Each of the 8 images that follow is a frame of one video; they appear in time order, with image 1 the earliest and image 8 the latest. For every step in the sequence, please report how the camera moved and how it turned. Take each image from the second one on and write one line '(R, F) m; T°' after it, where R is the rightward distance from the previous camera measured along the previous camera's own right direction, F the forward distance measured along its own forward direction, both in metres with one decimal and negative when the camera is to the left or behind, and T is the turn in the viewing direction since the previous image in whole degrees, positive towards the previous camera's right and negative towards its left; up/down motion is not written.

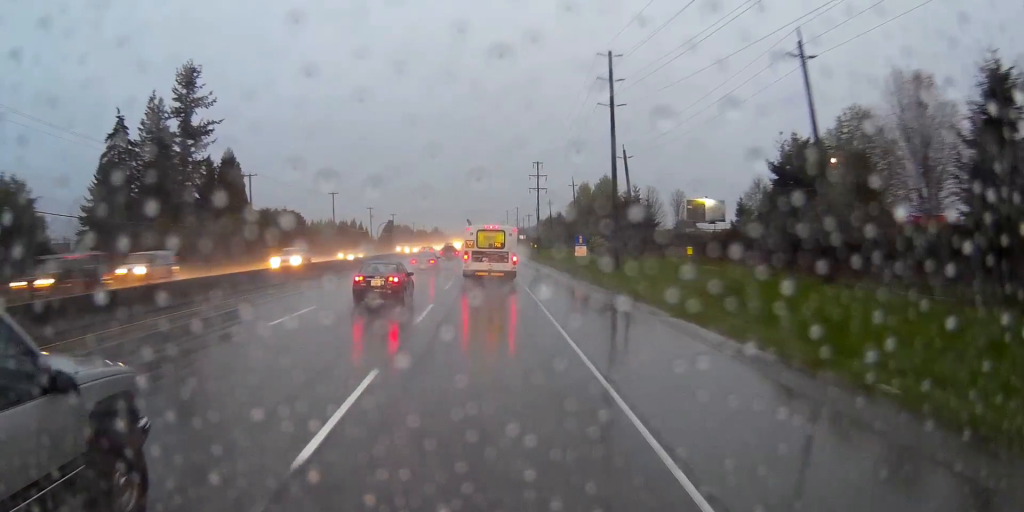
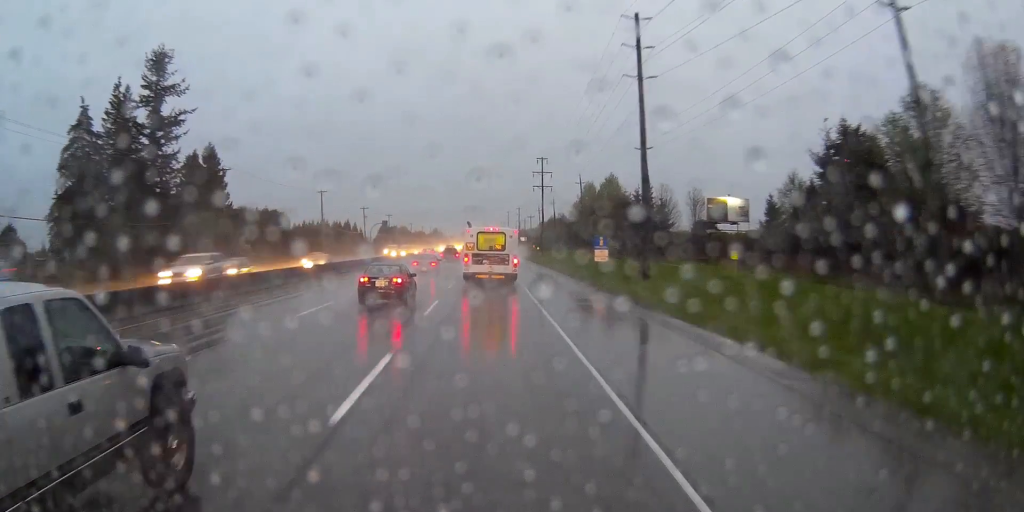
(0.0, +10.5) m; 0°
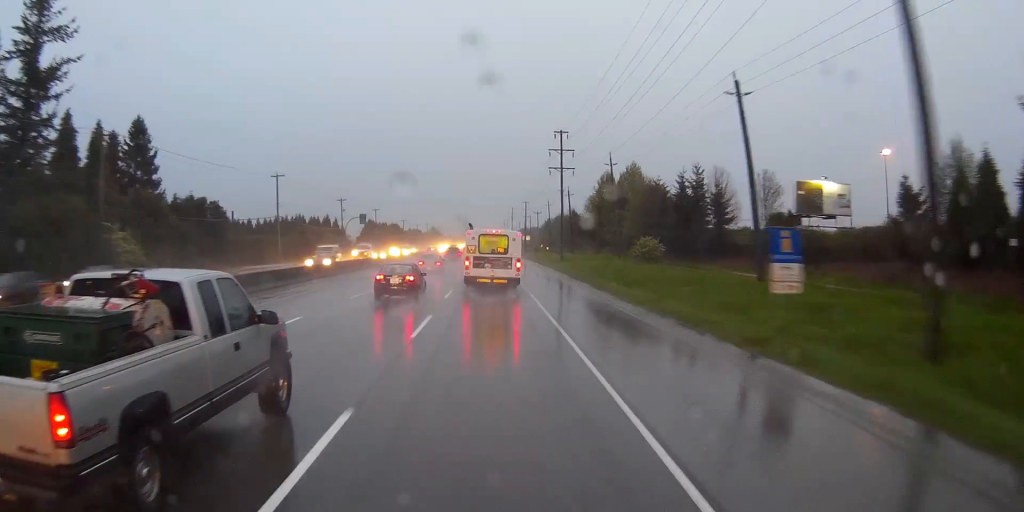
(-0.3, +31.4) m; 0°
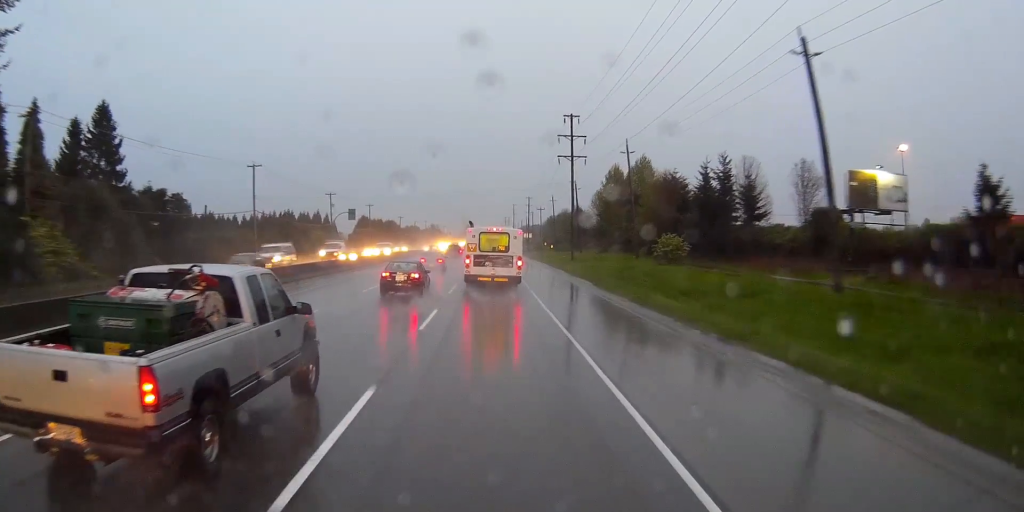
(0.0, +11.3) m; 0°
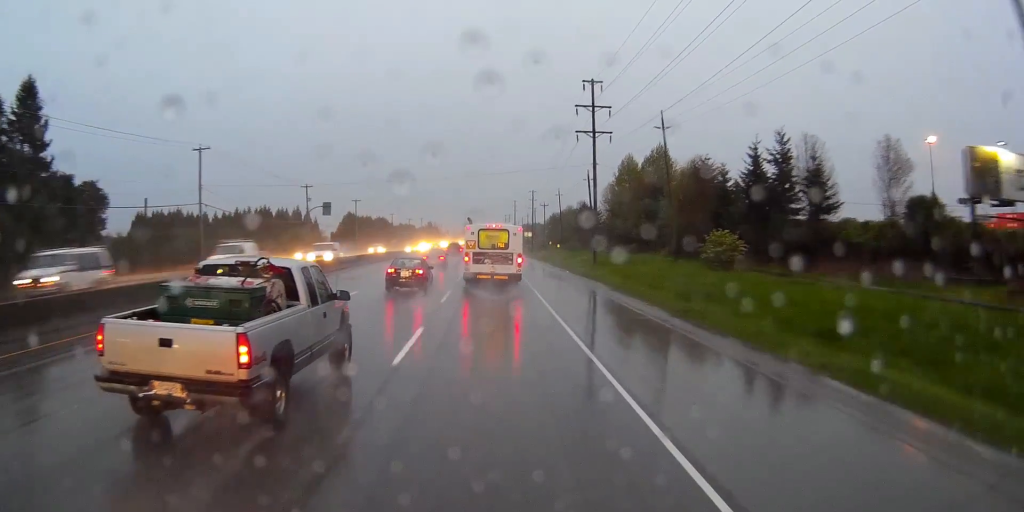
(+0.1, +19.1) m; 0°
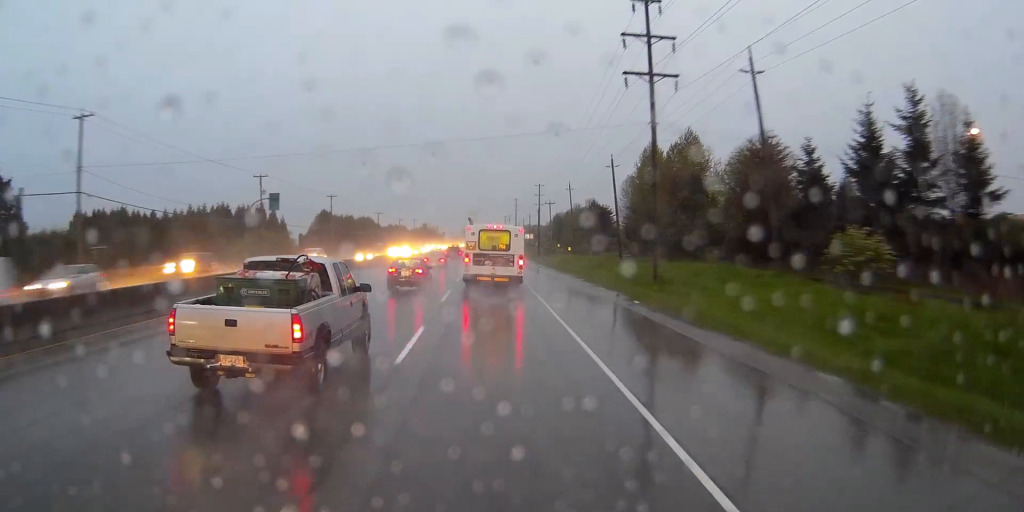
(-0.1, +25.5) m; 0°
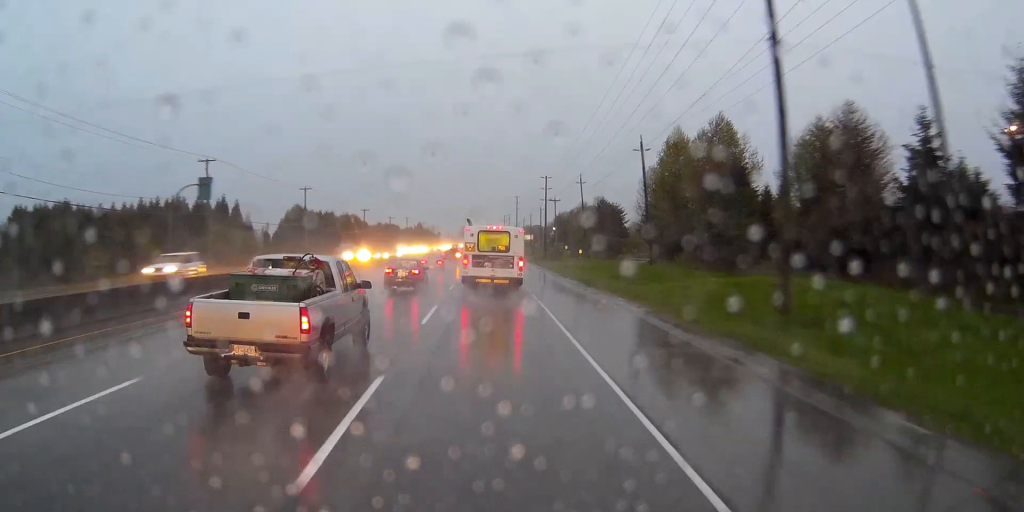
(0.0, +20.1) m; 0°
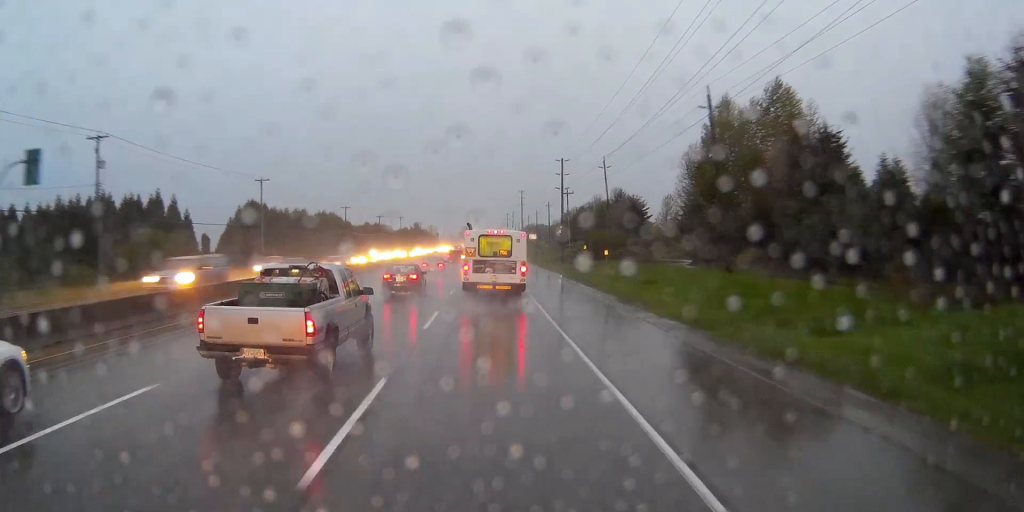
(+0.2, +24.2) m; +1°
